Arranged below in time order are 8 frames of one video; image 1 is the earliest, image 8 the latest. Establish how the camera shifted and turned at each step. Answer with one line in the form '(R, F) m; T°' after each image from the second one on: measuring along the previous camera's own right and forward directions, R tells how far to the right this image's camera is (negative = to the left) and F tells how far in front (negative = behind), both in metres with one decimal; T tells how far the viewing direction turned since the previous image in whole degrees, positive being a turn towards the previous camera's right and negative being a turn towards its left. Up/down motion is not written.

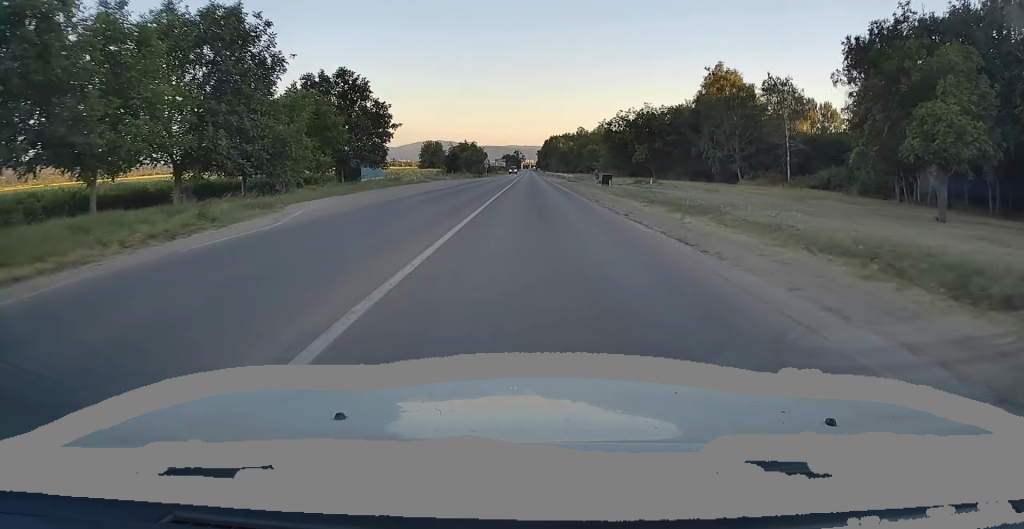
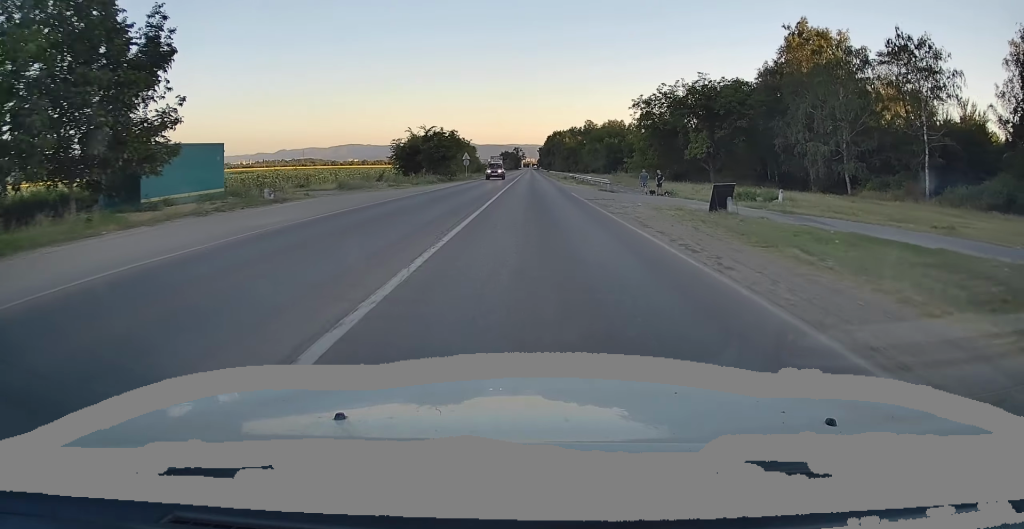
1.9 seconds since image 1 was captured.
(0.0, +35.5) m; 0°
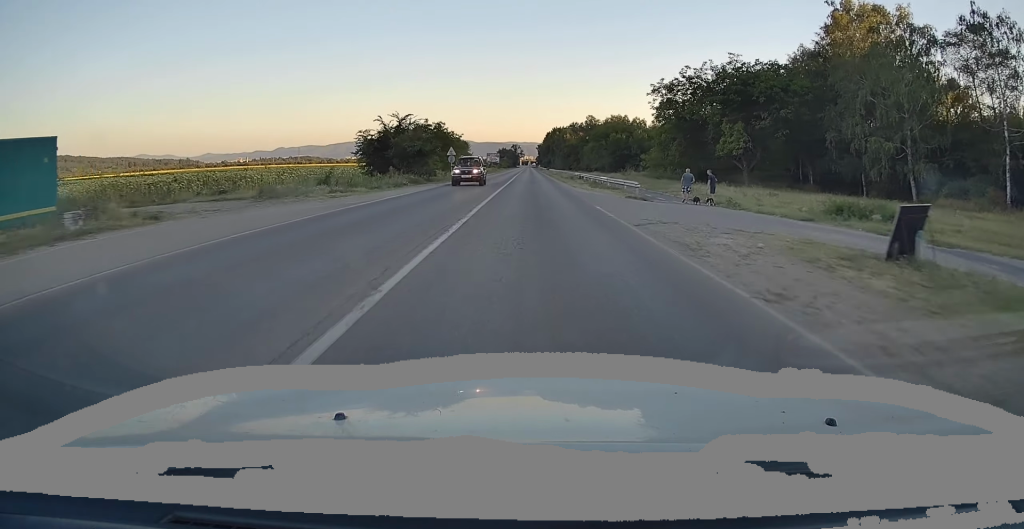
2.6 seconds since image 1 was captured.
(+0.1, +12.9) m; 0°
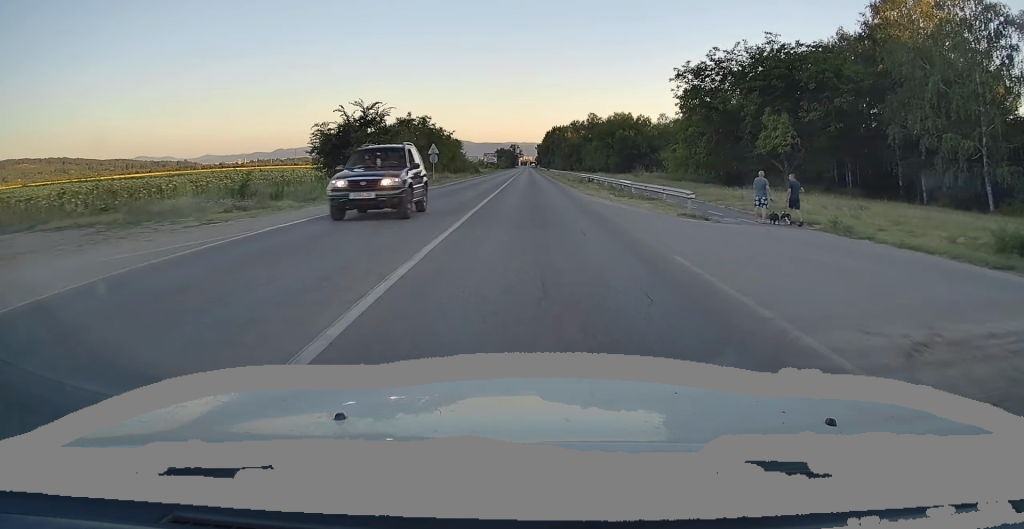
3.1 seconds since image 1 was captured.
(-0.1, +10.4) m; 0°
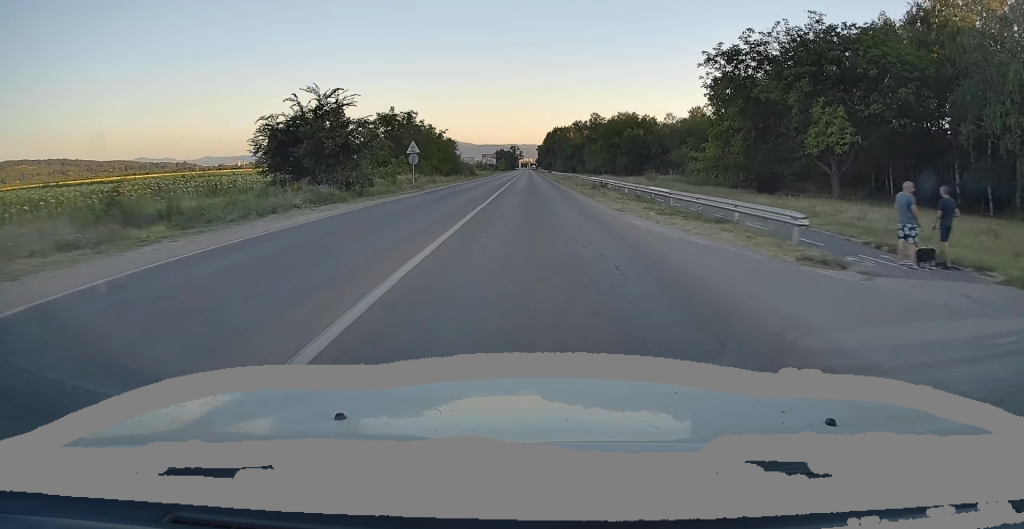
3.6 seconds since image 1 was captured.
(0.0, +8.6) m; 0°
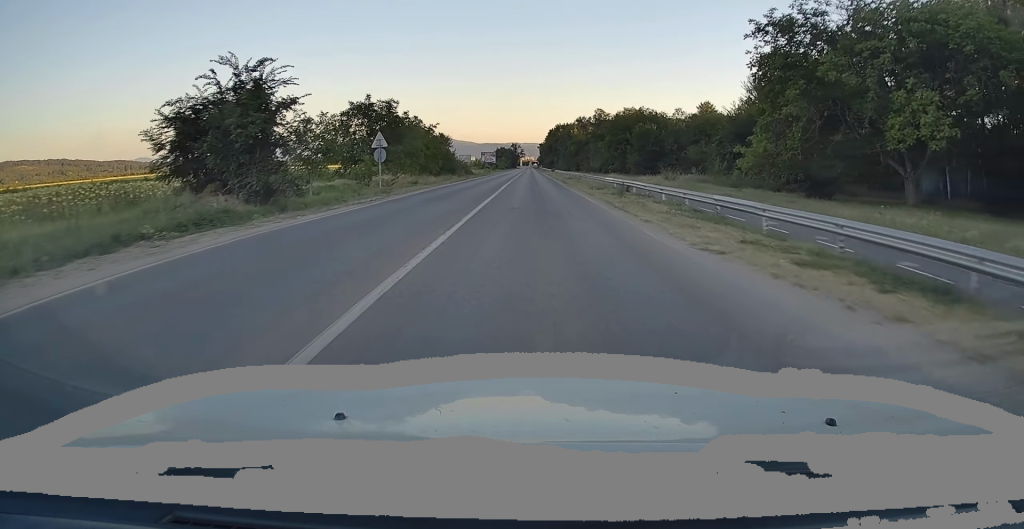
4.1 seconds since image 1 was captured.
(0.0, +9.7) m; 0°
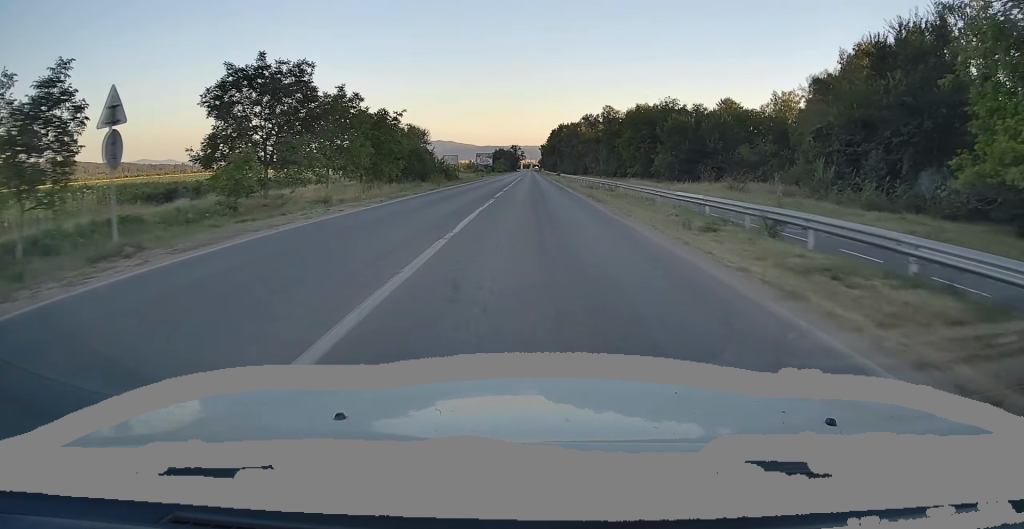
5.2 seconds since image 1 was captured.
(0.0, +21.2) m; 0°
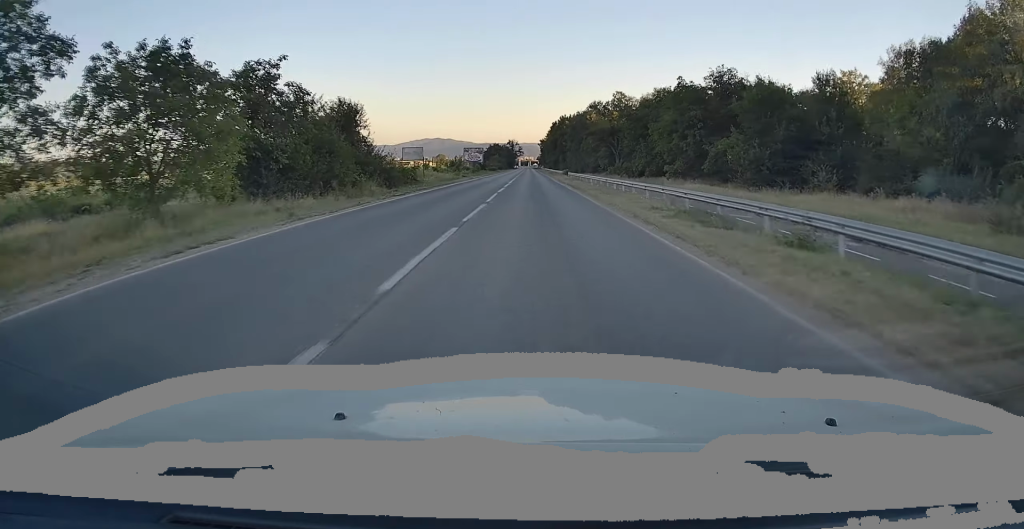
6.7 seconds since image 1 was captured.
(+0.2, +28.3) m; +1°
